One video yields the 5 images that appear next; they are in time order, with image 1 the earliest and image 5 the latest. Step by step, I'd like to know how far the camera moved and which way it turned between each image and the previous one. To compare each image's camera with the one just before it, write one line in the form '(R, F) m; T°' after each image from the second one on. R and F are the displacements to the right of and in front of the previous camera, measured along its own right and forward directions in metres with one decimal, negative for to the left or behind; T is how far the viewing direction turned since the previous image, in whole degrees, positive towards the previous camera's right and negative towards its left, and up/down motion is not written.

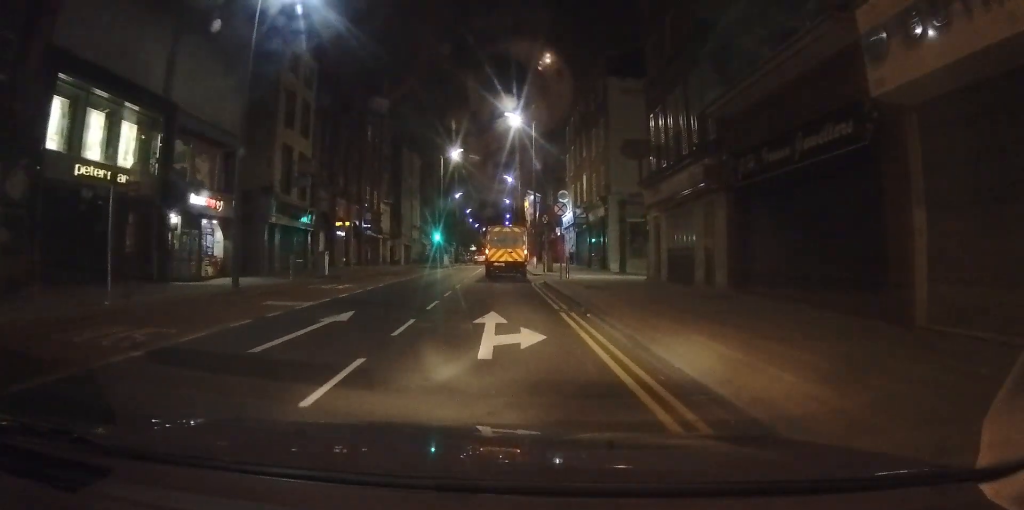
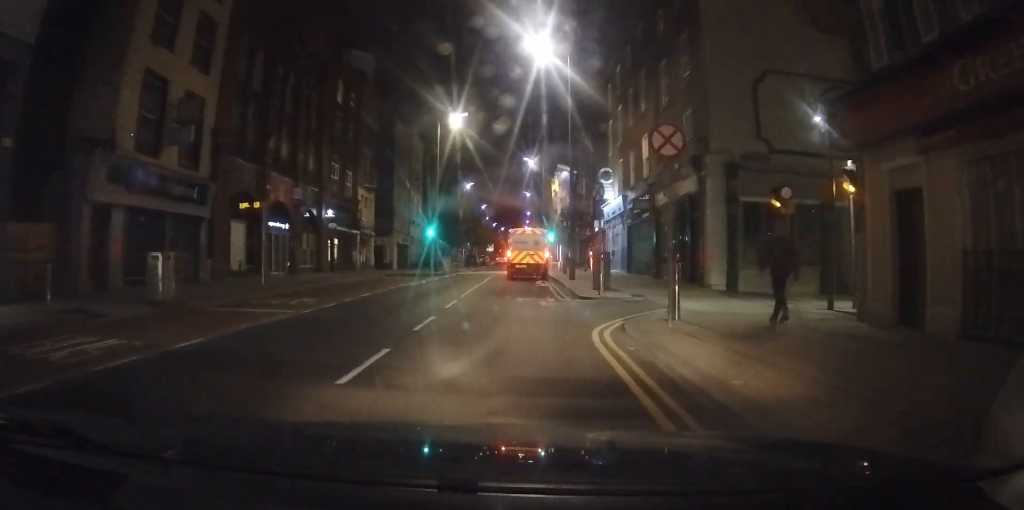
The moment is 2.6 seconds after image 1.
(-0.4, +14.2) m; -1°
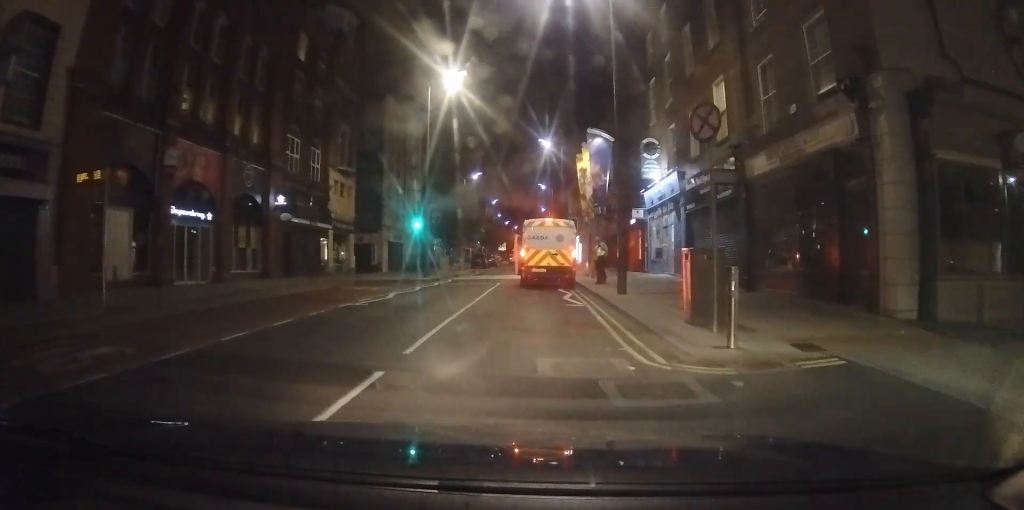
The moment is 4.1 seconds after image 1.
(-0.2, +8.9) m; -2°
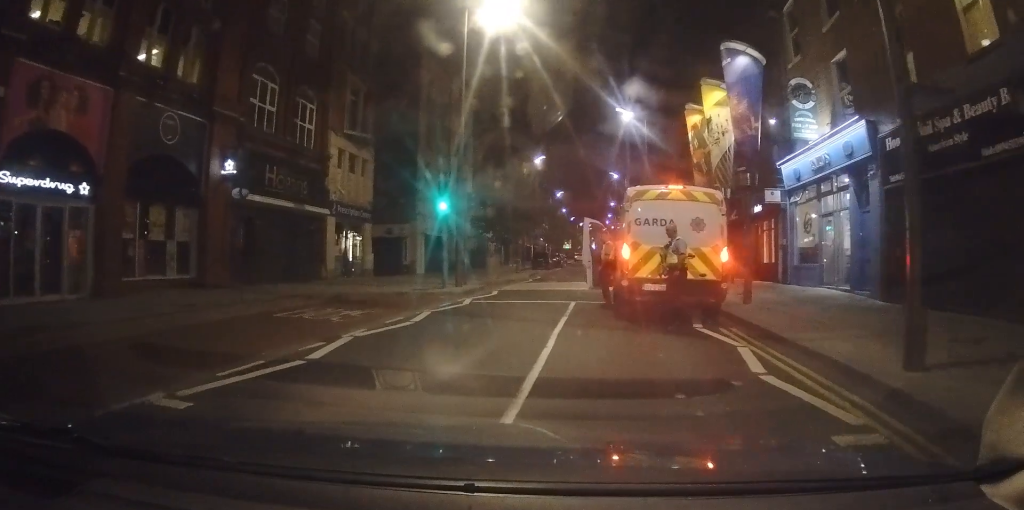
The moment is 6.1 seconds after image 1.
(-0.7, +10.4) m; -10°
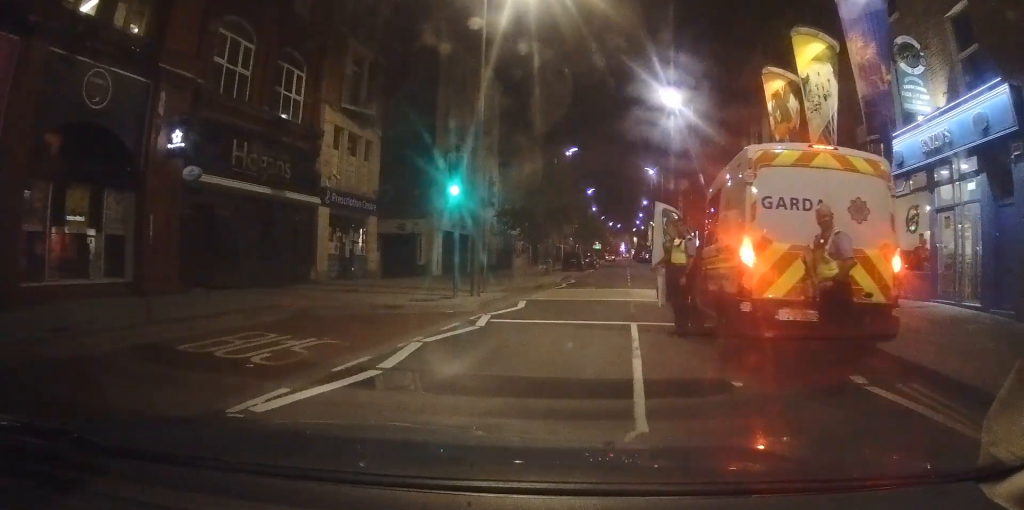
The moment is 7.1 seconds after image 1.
(-0.1, +4.5) m; +10°
